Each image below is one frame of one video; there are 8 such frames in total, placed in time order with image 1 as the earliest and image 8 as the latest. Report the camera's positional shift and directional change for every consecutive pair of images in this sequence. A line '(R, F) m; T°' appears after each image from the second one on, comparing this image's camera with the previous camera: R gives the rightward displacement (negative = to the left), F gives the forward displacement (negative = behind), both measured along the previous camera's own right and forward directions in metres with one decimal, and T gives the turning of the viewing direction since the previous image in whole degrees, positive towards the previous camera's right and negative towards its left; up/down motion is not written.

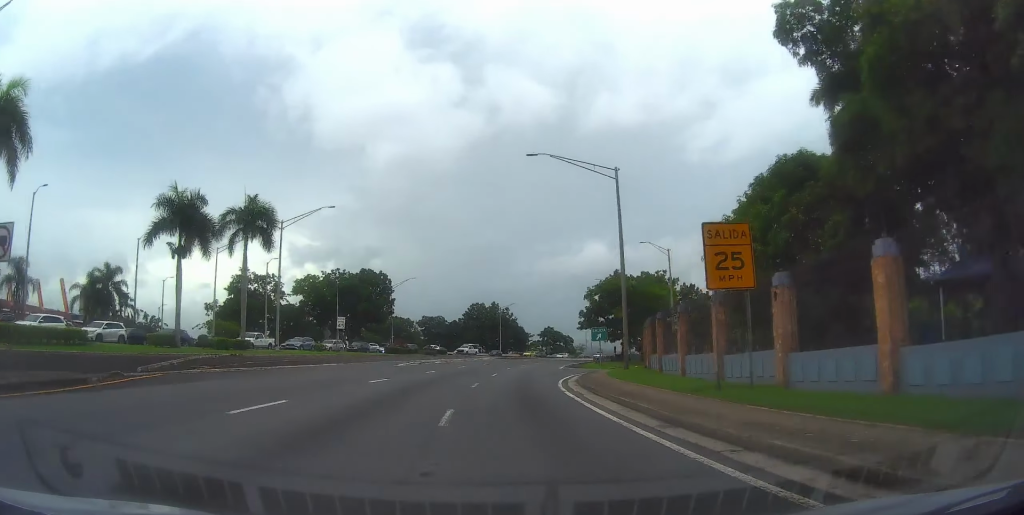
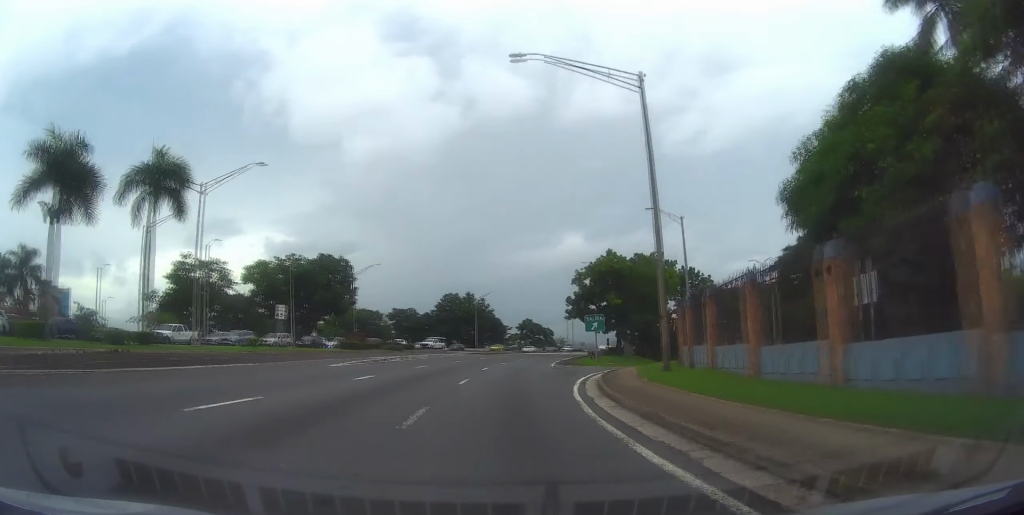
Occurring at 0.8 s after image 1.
(+0.4, +12.9) m; +2°
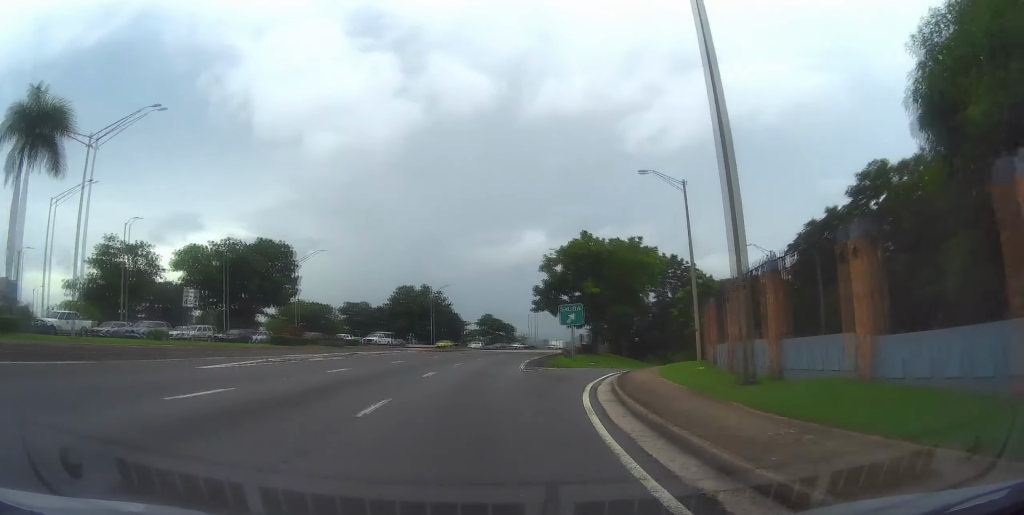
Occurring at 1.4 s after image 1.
(+0.2, +11.2) m; +3°
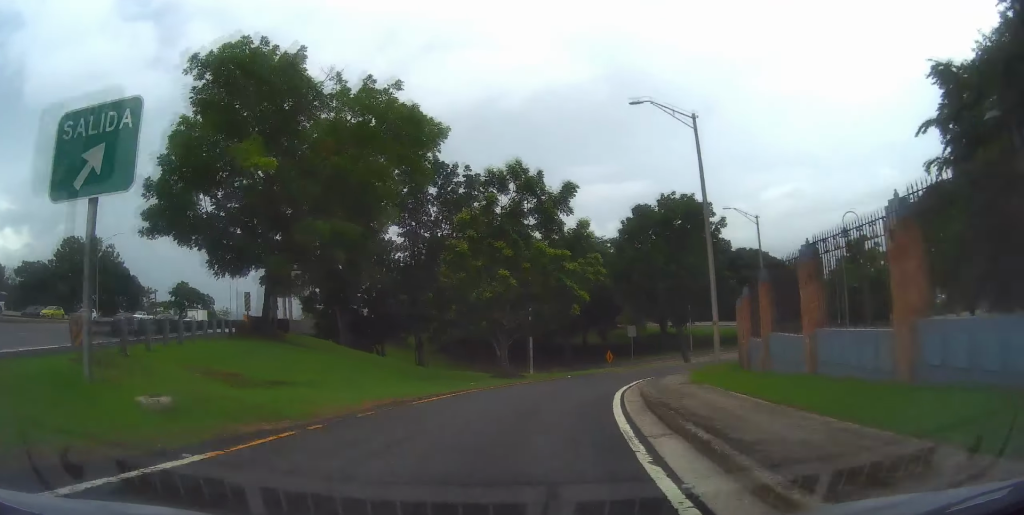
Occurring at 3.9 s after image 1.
(+8.9, +39.1) m; +20°
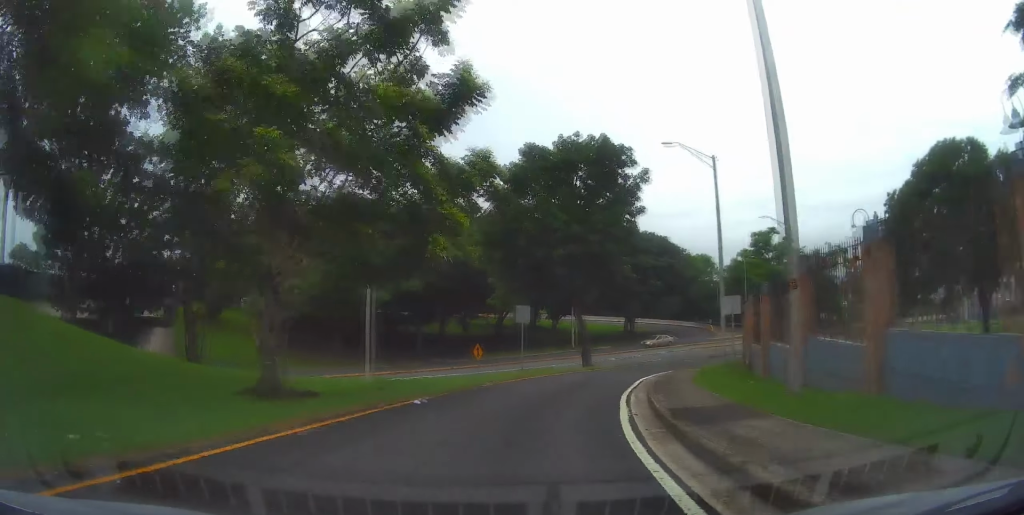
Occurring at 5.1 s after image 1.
(0.0, +18.4) m; +11°
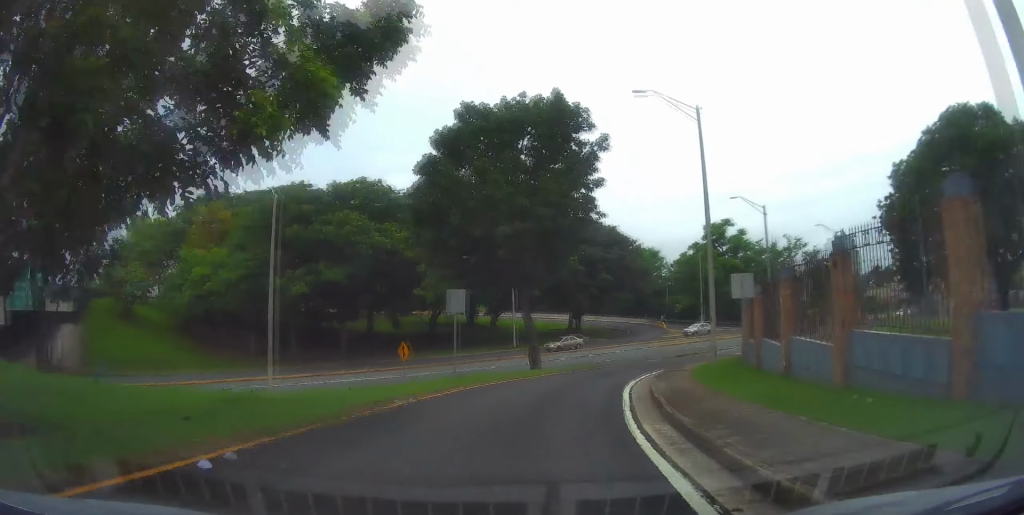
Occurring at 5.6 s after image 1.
(+1.0, +7.9) m; +8°
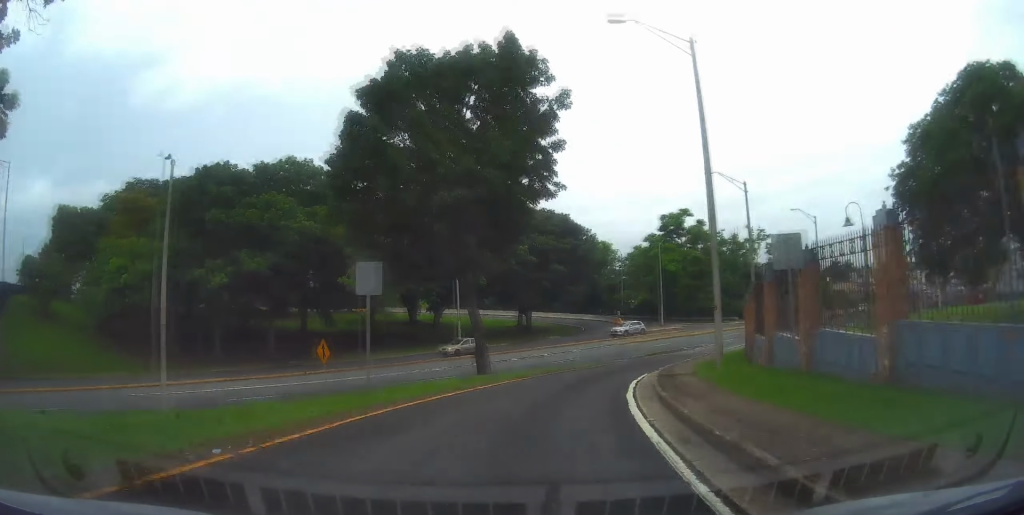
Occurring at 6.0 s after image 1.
(+0.8, +7.3) m; +7°
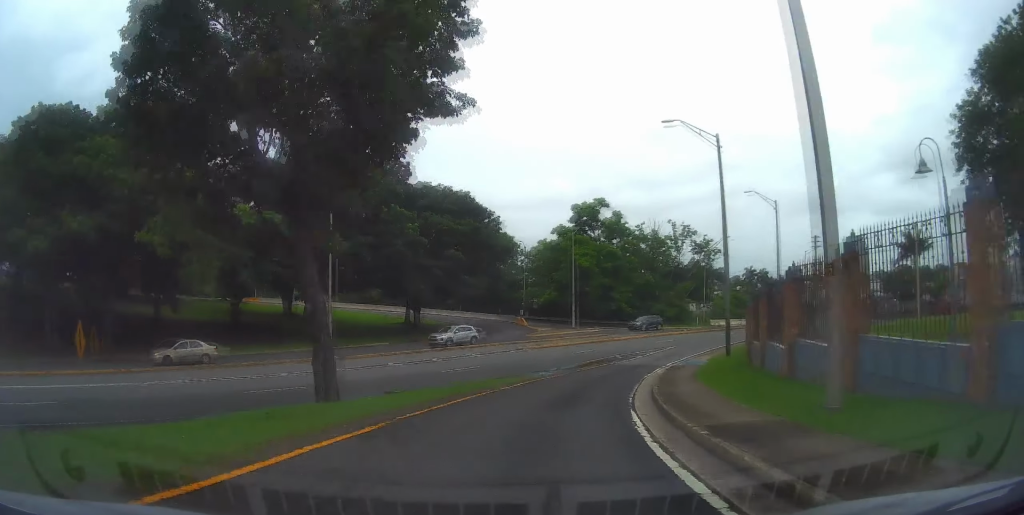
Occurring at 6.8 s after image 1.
(+1.2, +12.9) m; +10°
